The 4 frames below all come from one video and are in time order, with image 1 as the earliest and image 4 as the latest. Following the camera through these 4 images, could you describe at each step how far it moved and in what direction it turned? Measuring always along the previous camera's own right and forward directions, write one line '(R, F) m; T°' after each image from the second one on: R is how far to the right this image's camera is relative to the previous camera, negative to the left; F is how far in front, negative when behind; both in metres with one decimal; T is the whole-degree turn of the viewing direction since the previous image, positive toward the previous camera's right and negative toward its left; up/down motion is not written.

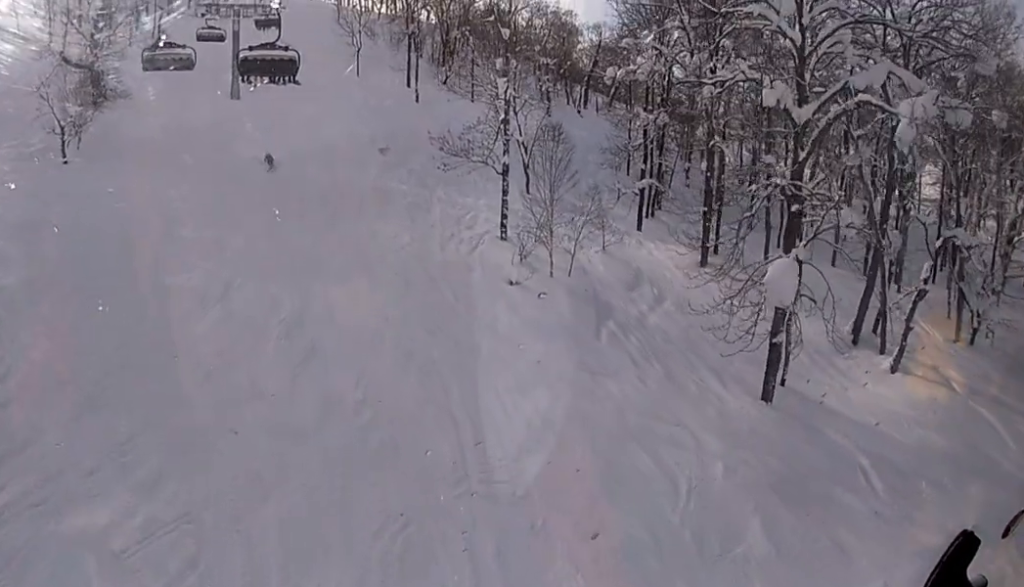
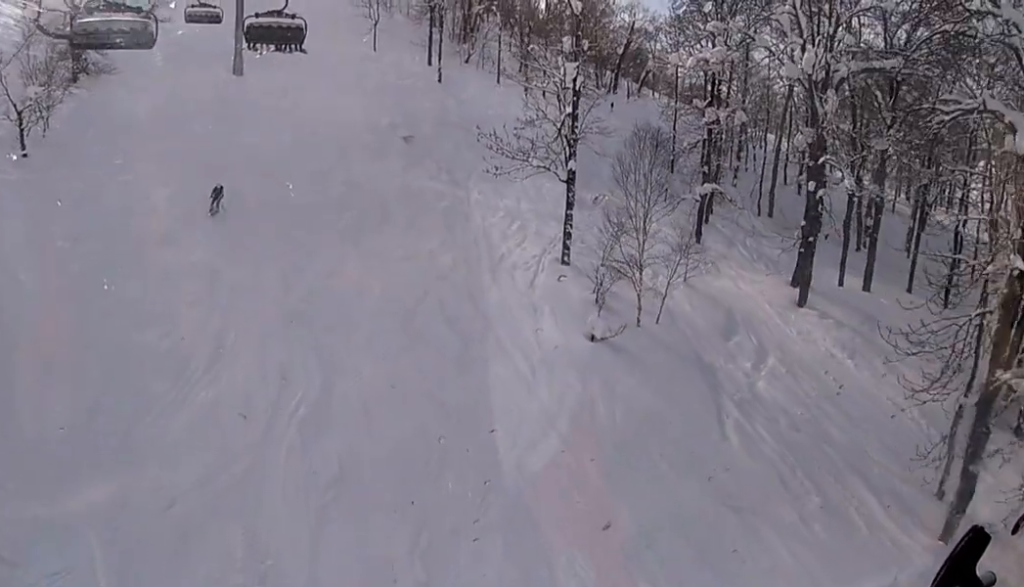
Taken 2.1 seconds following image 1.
(+1.6, +7.6) m; +4°
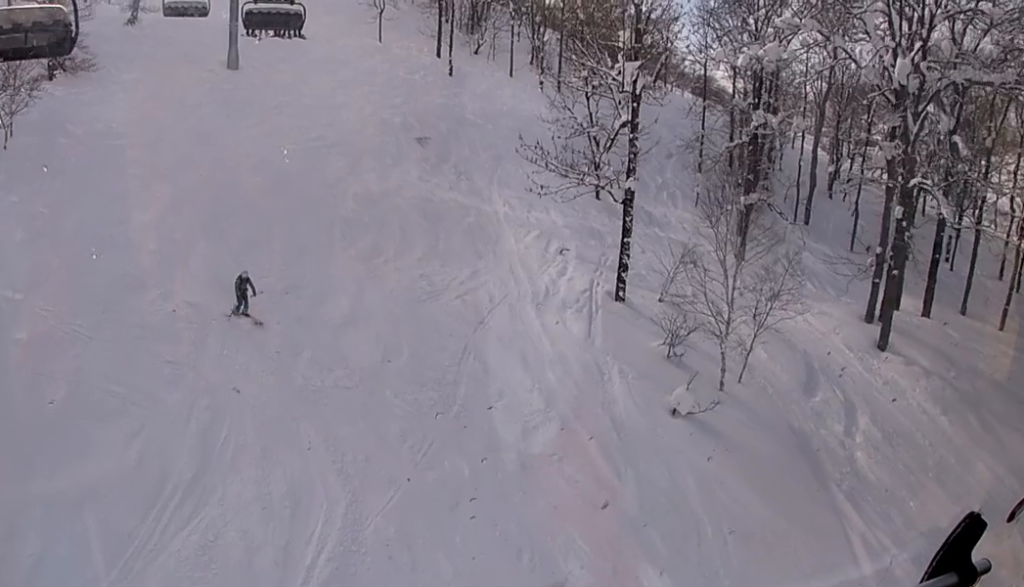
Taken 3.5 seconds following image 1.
(-0.7, +5.7) m; -6°
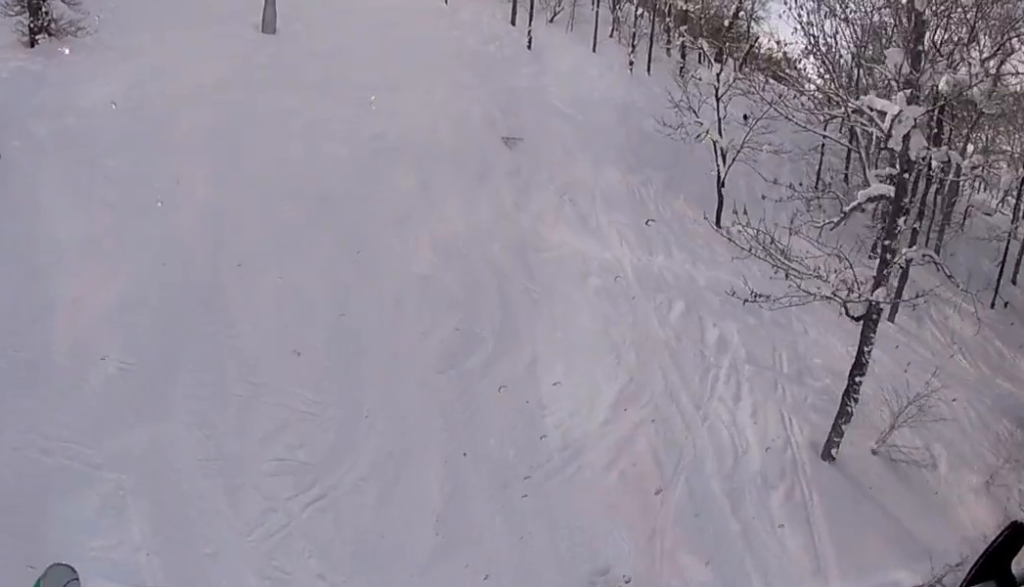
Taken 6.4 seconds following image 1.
(+0.5, +11.4) m; +17°
